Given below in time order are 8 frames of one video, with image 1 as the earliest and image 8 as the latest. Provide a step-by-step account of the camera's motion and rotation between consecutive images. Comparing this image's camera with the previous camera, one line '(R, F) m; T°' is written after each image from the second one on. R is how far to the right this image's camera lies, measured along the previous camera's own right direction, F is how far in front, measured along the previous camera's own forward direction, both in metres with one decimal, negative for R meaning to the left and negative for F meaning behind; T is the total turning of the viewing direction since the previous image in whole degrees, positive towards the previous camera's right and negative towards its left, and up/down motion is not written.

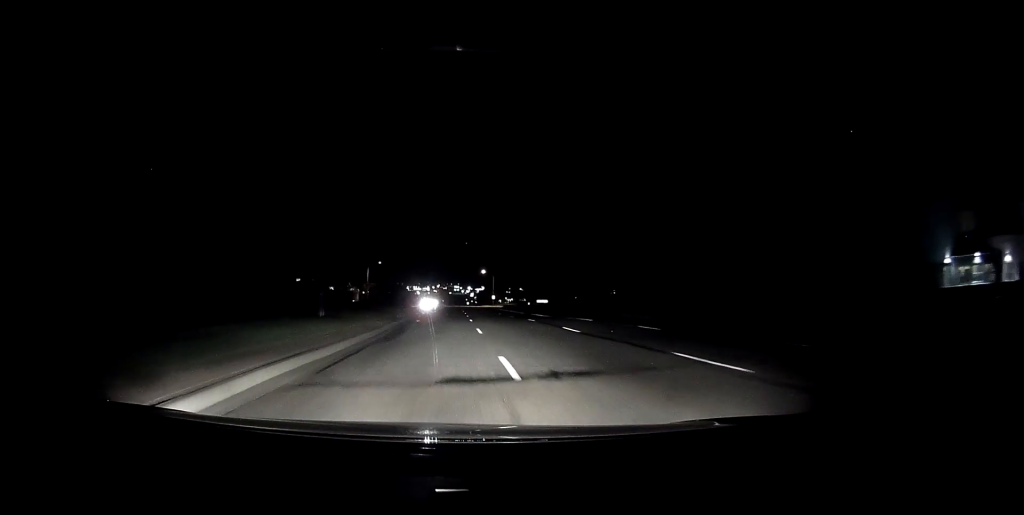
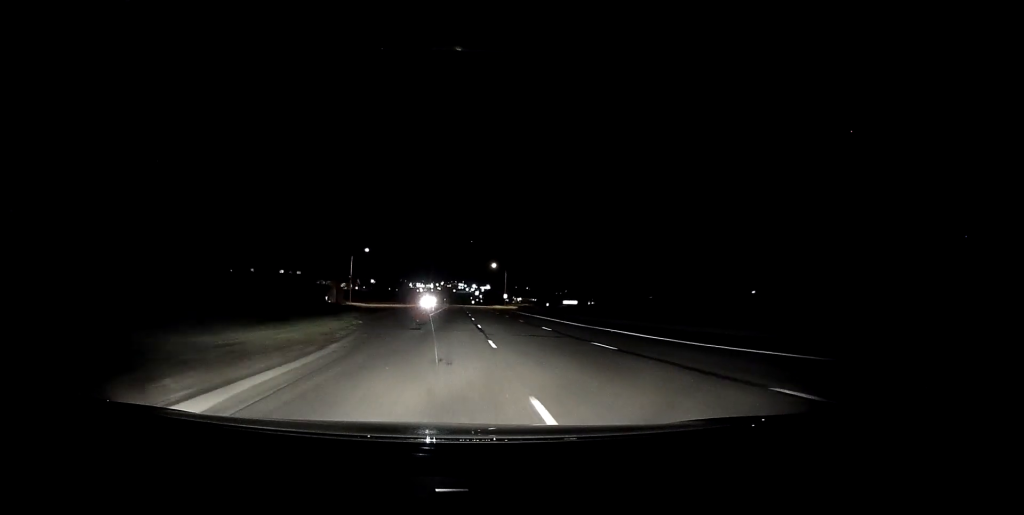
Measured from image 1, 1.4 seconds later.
(-0.1, +28.0) m; 0°
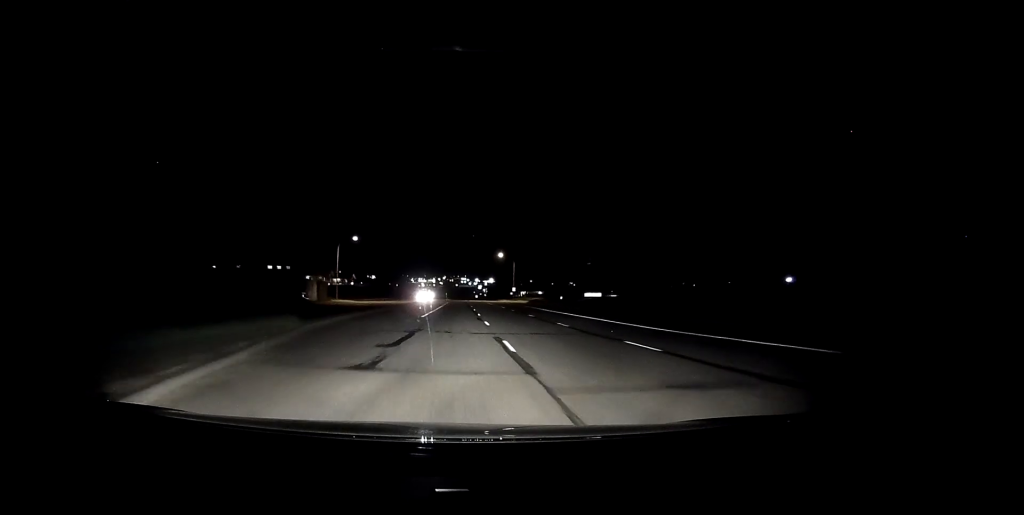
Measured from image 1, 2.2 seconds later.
(0.0, +15.3) m; 0°
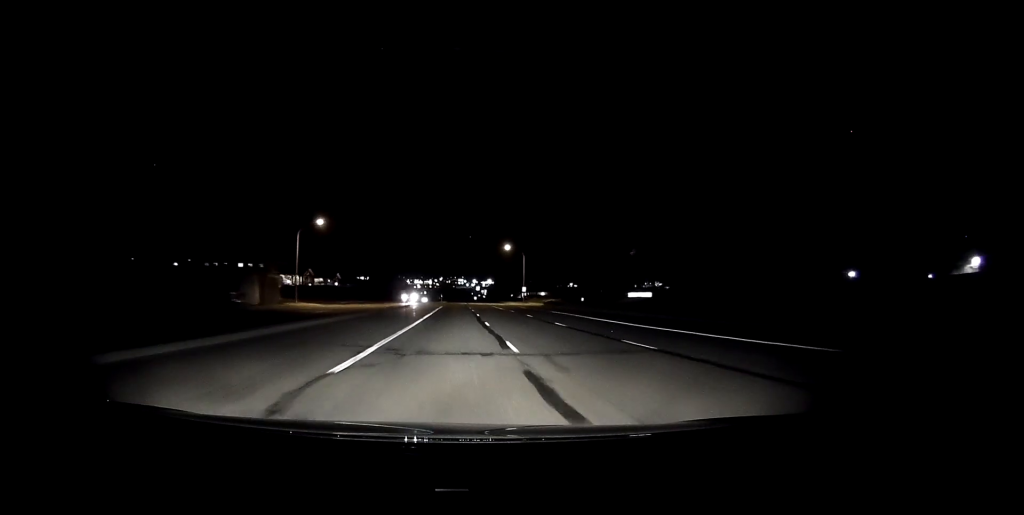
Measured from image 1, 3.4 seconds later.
(+0.1, +23.9) m; 0°
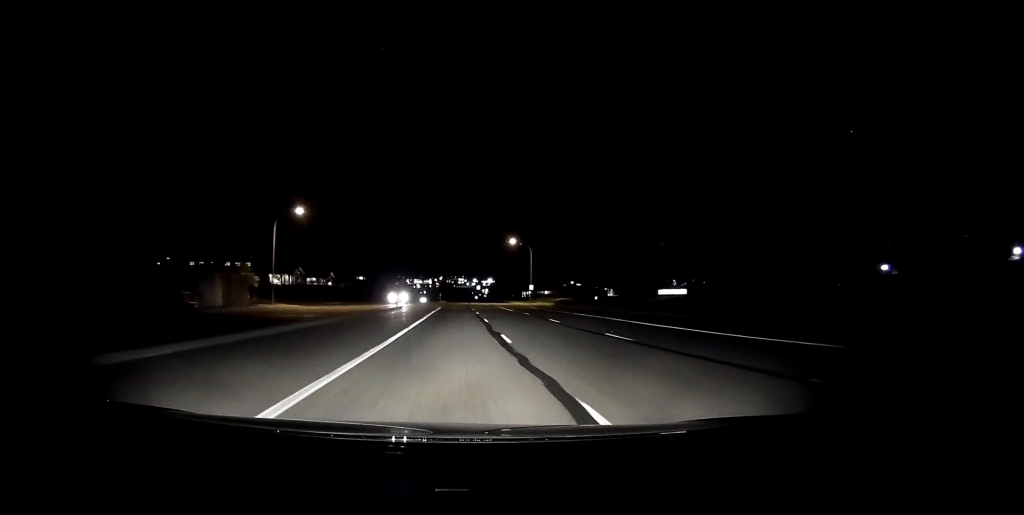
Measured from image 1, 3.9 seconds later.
(+0.1, +9.9) m; 0°
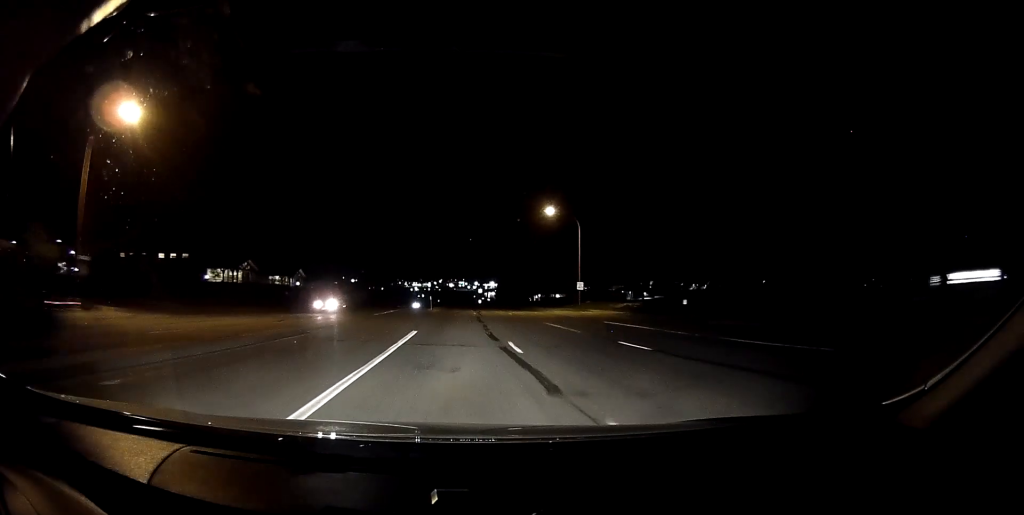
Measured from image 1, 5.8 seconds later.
(+0.1, +37.2) m; +1°
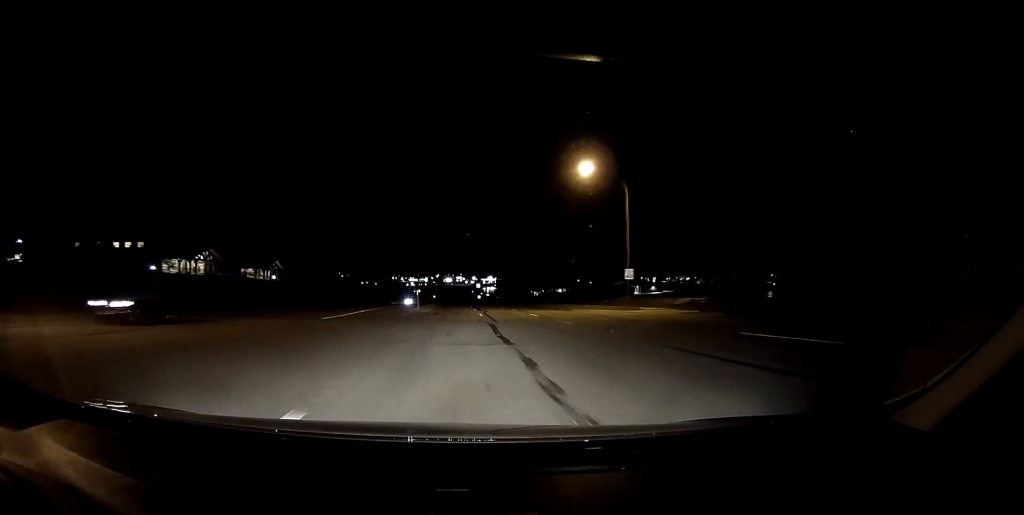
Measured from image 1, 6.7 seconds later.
(0.0, +17.6) m; -1°
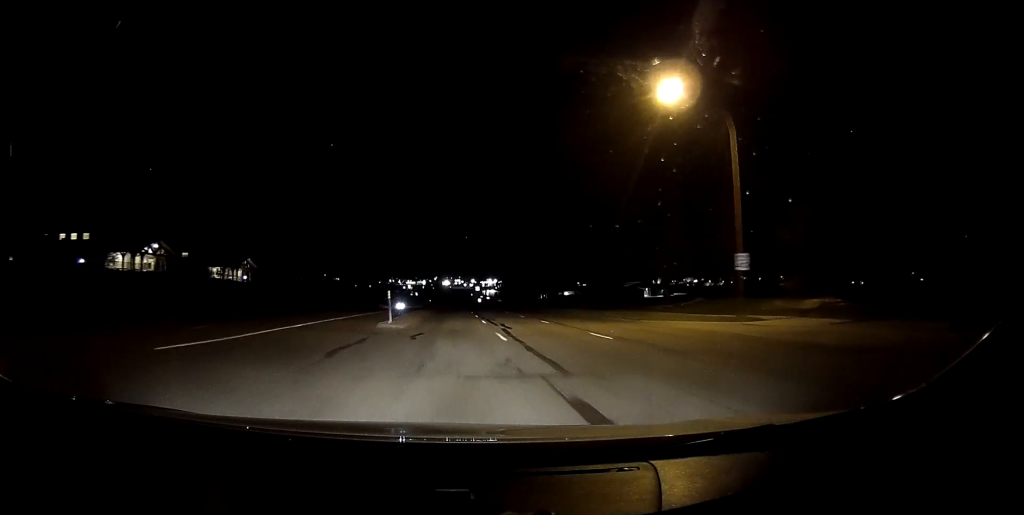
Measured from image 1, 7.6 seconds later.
(-0.2, +17.5) m; 0°
